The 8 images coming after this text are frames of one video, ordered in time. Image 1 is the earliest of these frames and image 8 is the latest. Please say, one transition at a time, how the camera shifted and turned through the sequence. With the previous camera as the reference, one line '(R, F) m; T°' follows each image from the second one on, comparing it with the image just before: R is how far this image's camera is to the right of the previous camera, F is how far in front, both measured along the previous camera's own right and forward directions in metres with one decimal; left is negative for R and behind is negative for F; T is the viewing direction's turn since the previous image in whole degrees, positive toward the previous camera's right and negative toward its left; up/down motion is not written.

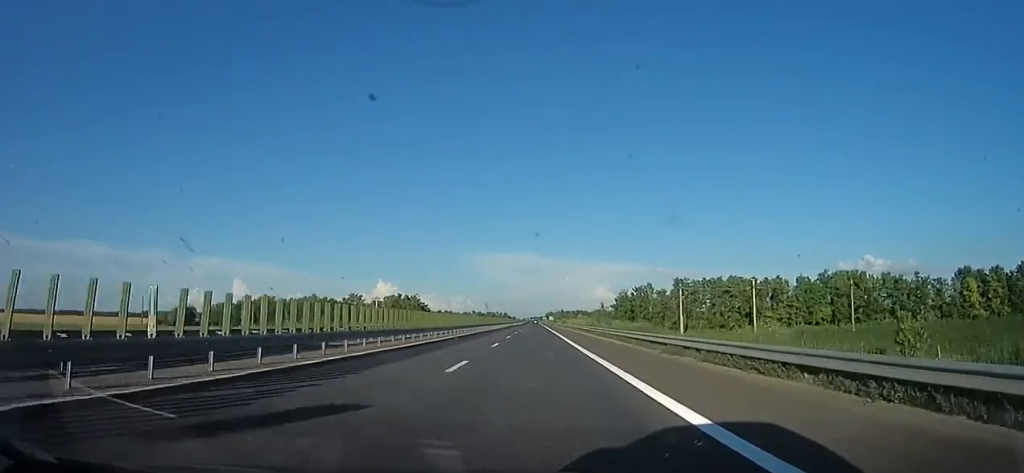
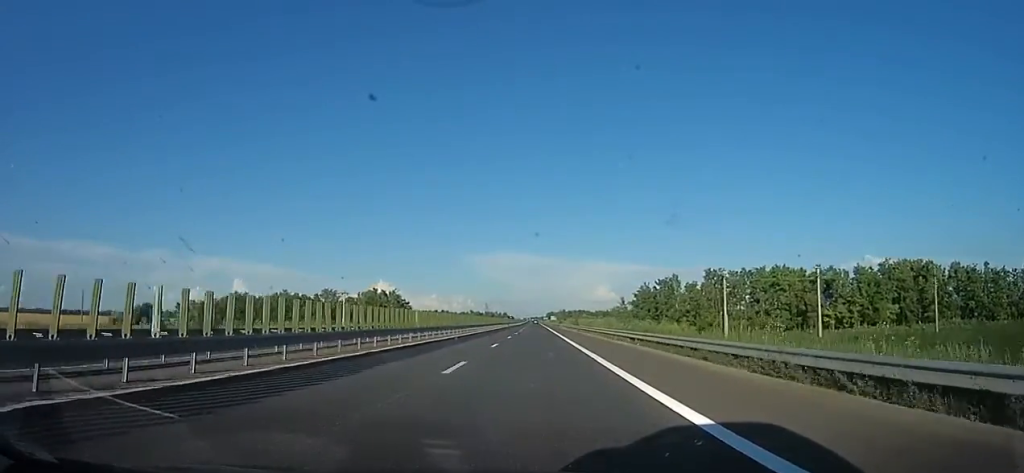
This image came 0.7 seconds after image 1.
(0.0, +24.7) m; 0°
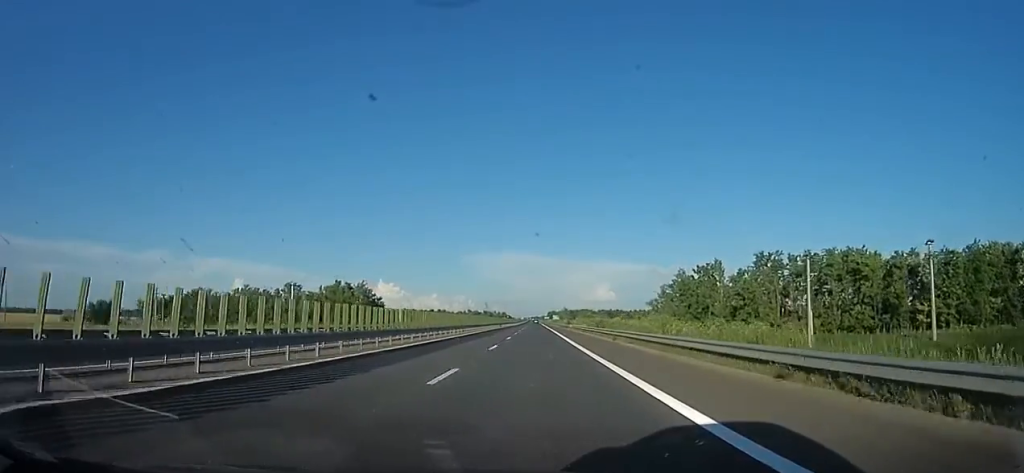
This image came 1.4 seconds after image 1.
(0.0, +25.7) m; 0°
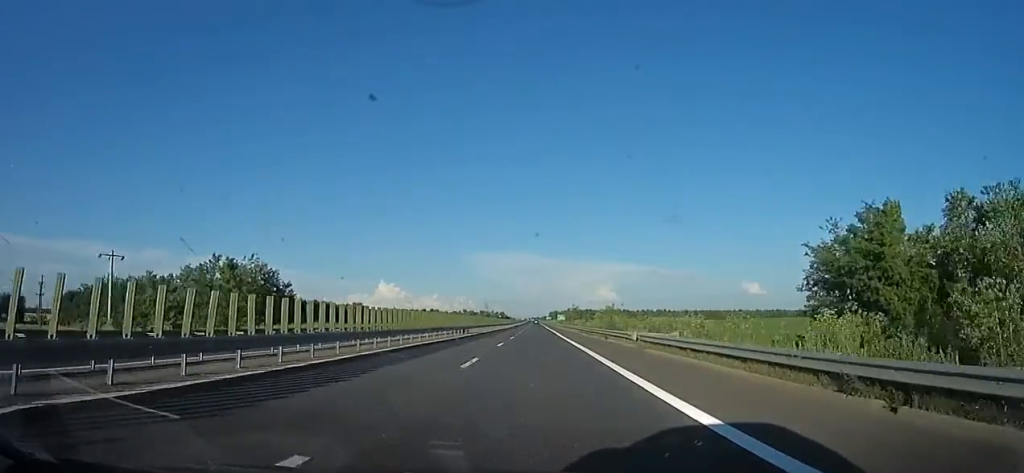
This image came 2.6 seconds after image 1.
(0.0, +44.3) m; 0°
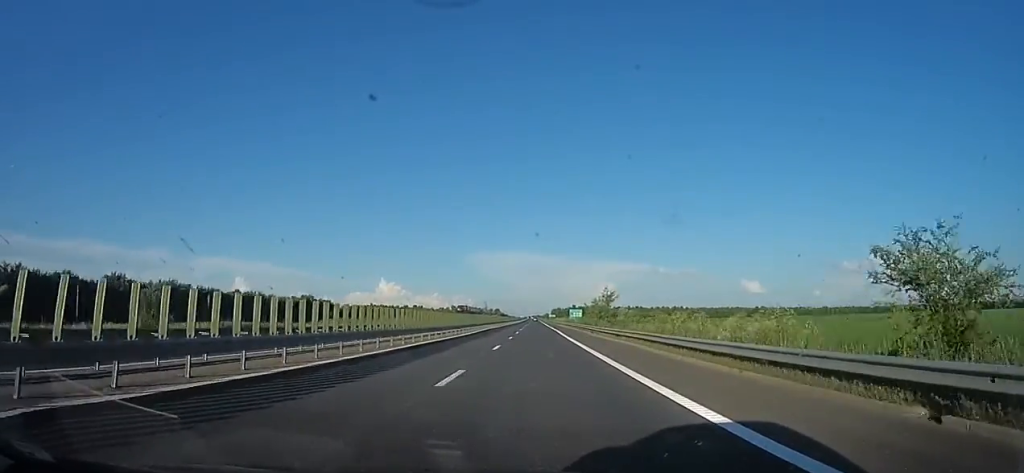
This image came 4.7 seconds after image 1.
(0.0, +75.8) m; 0°
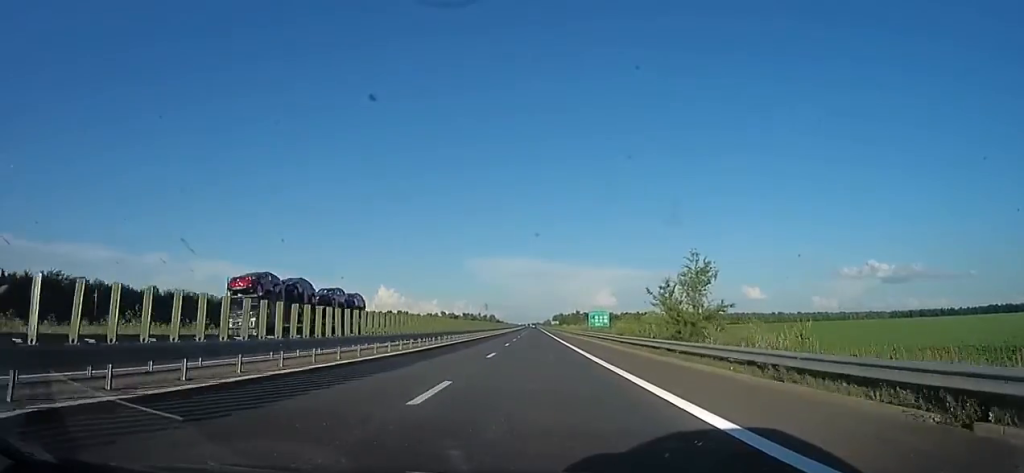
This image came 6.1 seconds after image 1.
(0.0, +49.9) m; 0°
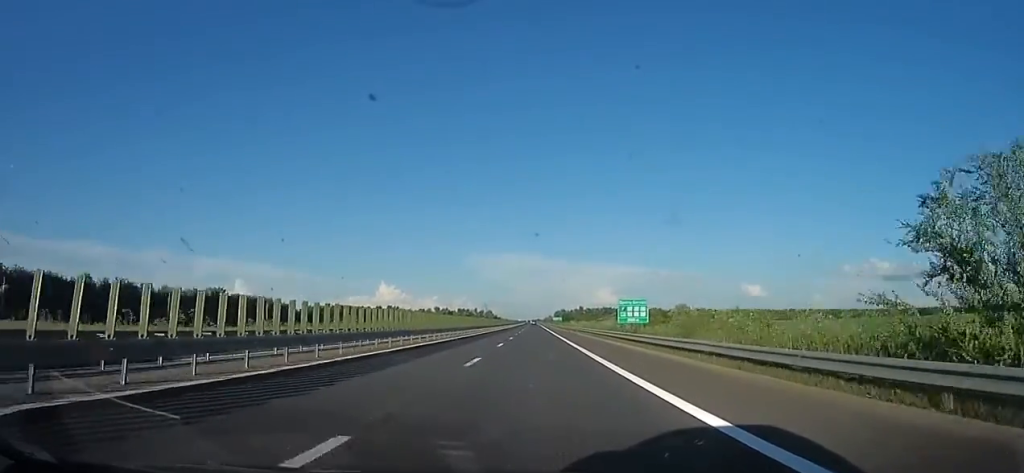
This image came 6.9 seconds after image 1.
(0.0, +29.5) m; -1°
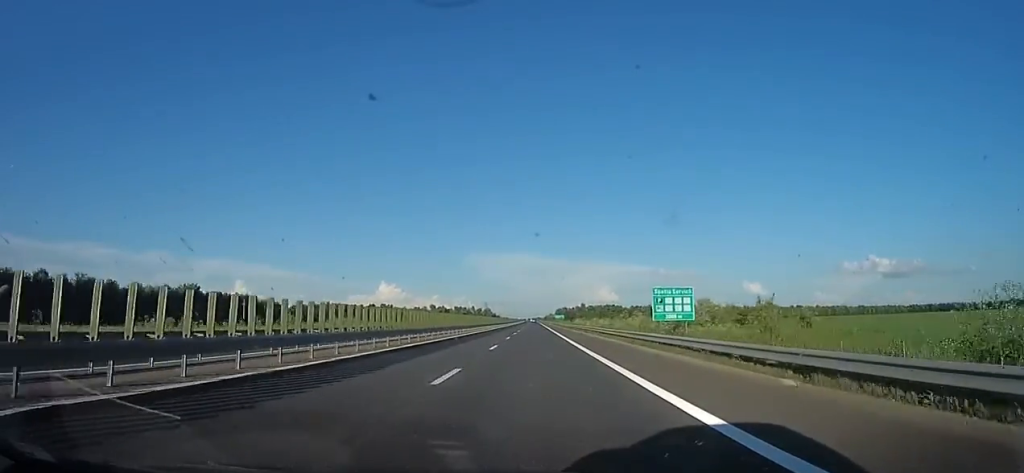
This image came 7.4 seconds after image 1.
(+0.4, +16.2) m; -1°
